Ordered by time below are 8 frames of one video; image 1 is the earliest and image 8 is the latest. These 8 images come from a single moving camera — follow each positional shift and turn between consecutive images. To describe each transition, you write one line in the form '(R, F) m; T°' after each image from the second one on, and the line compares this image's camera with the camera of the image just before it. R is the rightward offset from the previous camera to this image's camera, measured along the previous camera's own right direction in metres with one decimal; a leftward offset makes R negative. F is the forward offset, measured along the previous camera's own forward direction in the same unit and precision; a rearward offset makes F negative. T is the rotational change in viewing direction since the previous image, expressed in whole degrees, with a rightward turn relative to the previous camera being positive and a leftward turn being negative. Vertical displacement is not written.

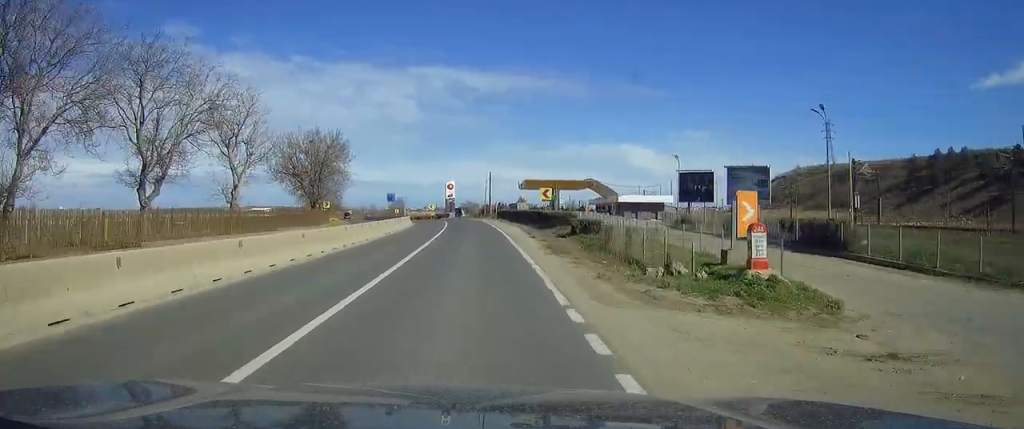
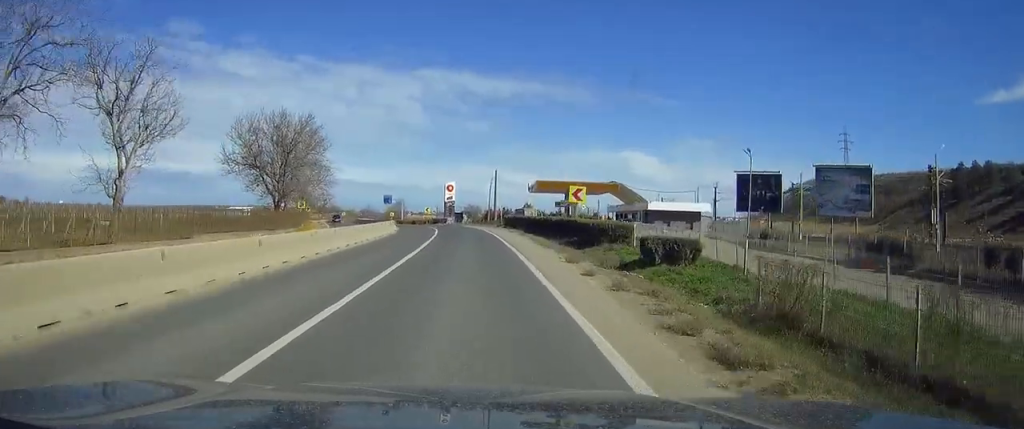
(0.0, +16.3) m; -1°
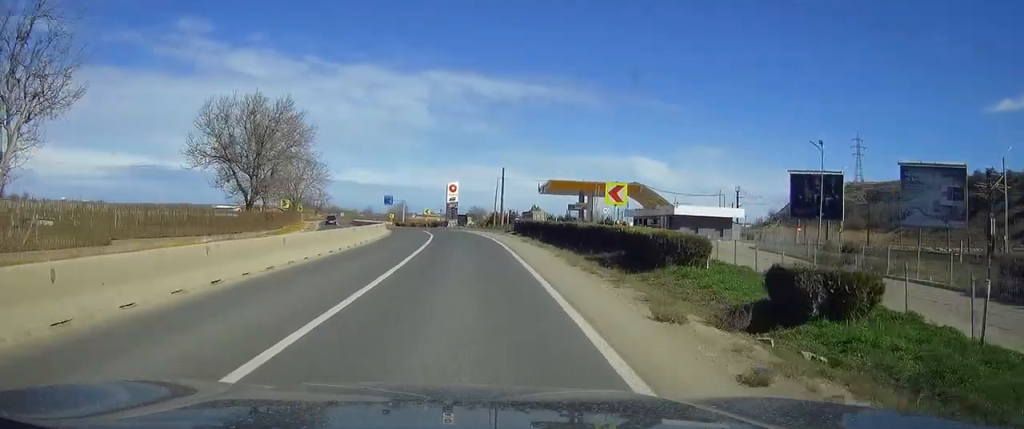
(0.0, +9.8) m; -1°
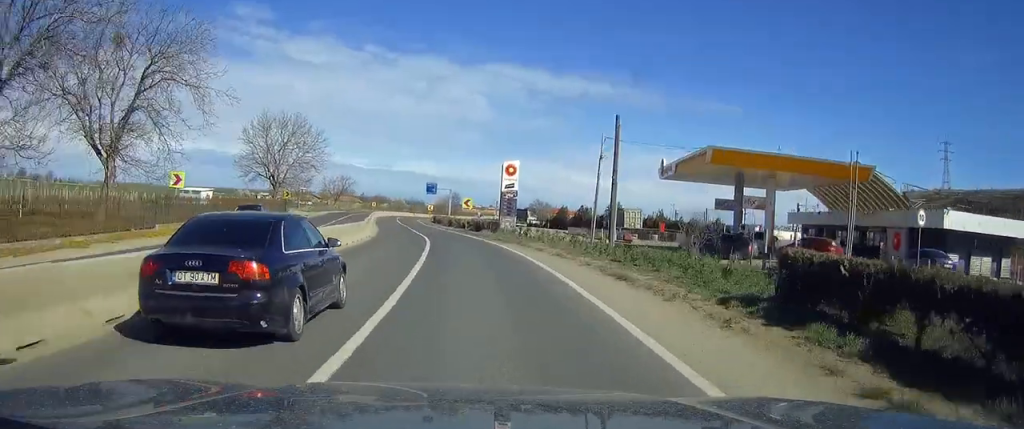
(-1.2, +40.3) m; -4°
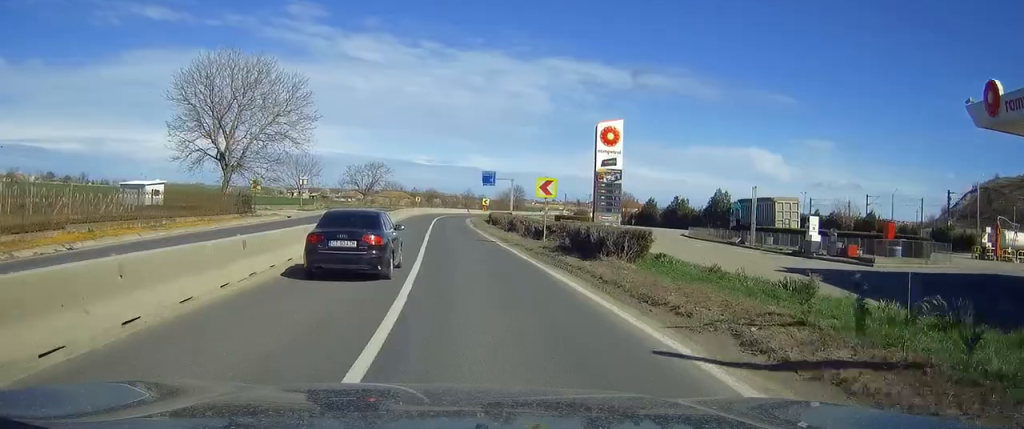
(-1.3, +32.8) m; -5°
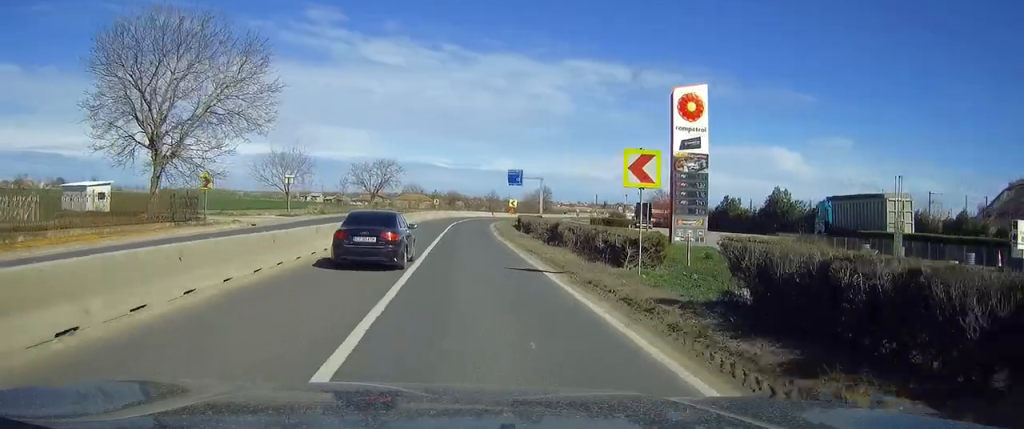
(-0.3, +15.2) m; -2°
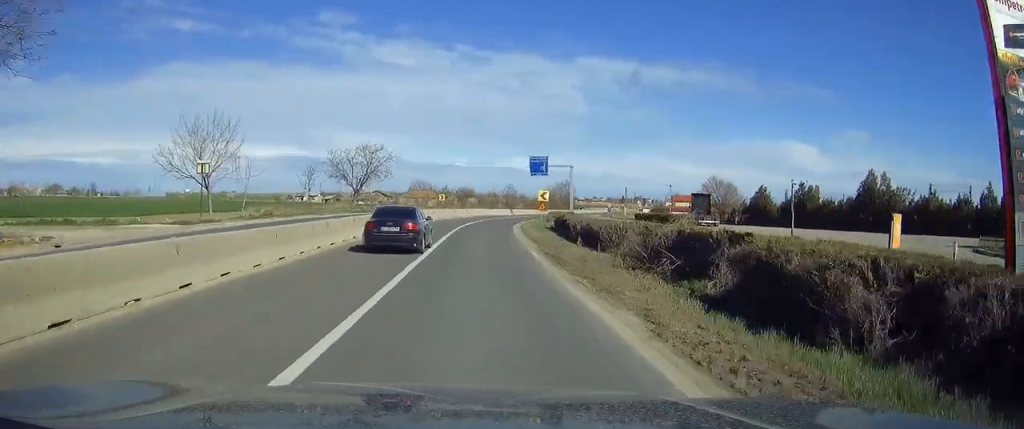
(-0.5, +24.0) m; -1°
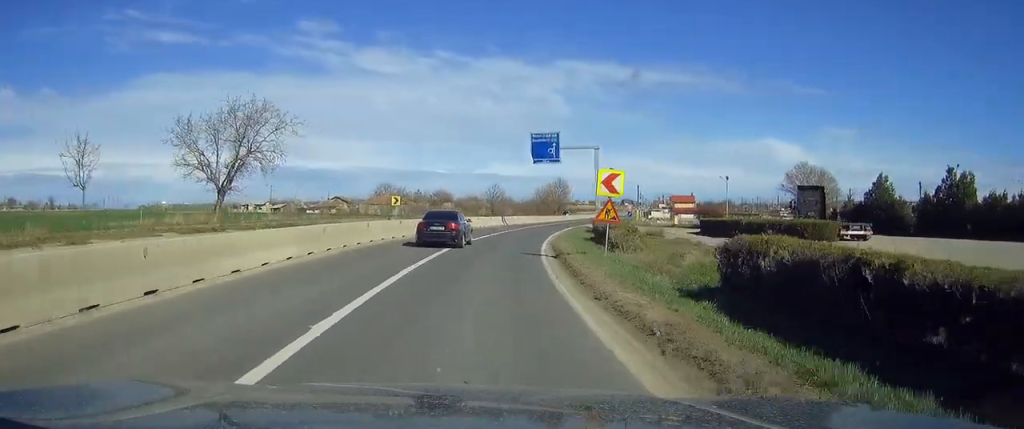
(0.0, +36.7) m; +2°
